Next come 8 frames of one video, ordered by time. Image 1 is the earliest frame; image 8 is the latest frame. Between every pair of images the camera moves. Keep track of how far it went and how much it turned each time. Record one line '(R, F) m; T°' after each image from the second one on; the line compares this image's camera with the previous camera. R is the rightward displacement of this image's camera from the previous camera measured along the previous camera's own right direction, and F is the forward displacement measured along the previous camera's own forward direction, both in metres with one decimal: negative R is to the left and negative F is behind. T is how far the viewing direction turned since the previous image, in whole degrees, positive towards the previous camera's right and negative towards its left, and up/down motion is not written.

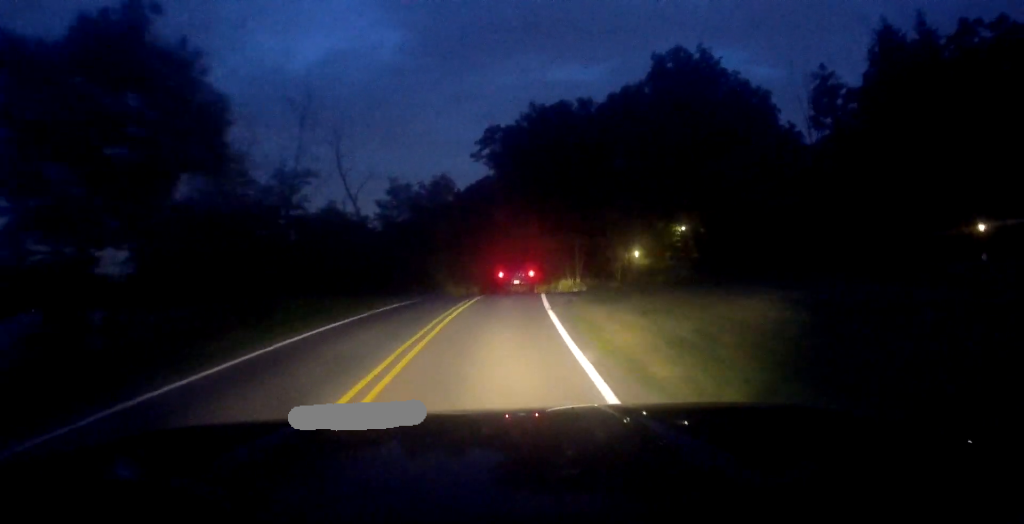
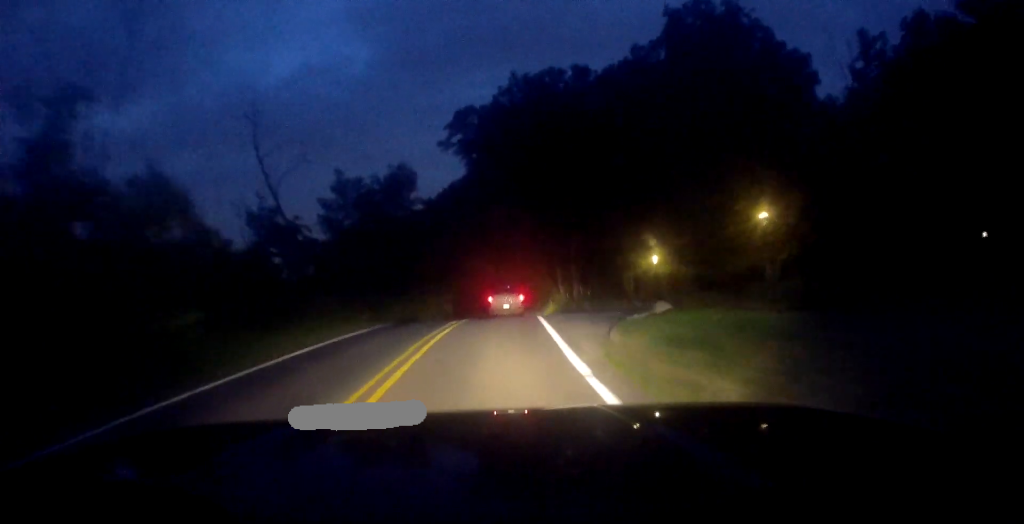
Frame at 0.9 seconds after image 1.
(+0.3, +10.8) m; +1°
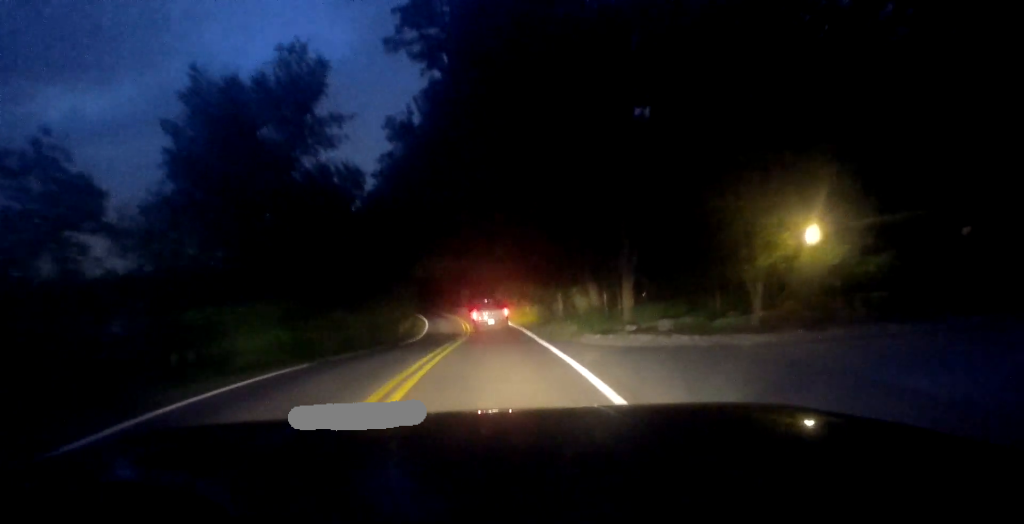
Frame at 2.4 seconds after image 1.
(+0.5, +19.7) m; +4°
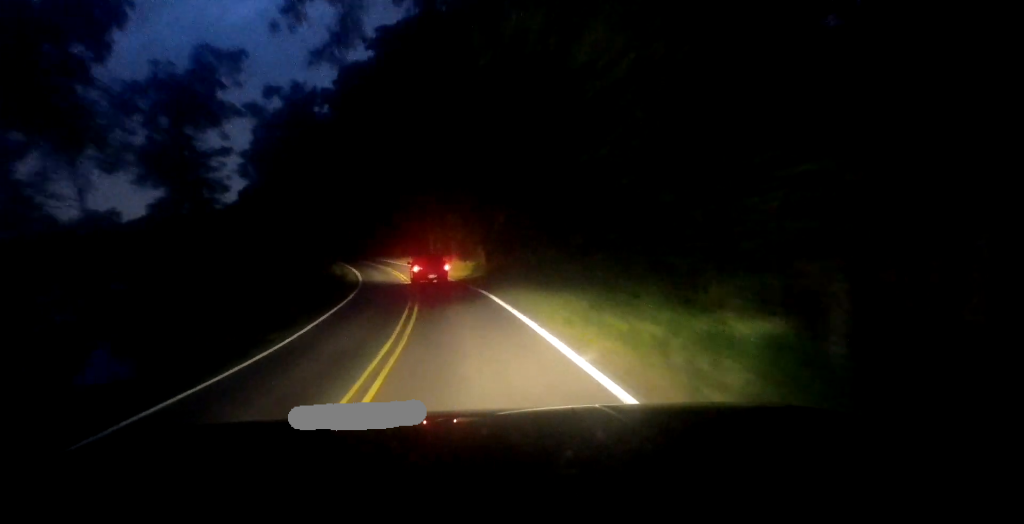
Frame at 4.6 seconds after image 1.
(+0.6, +27.5) m; +1°
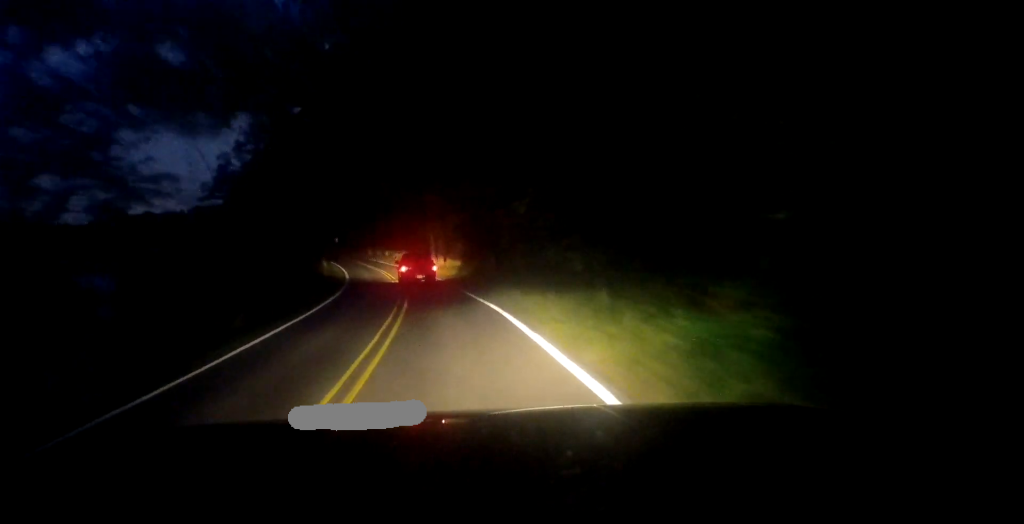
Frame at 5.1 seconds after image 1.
(+0.2, +6.7) m; 0°
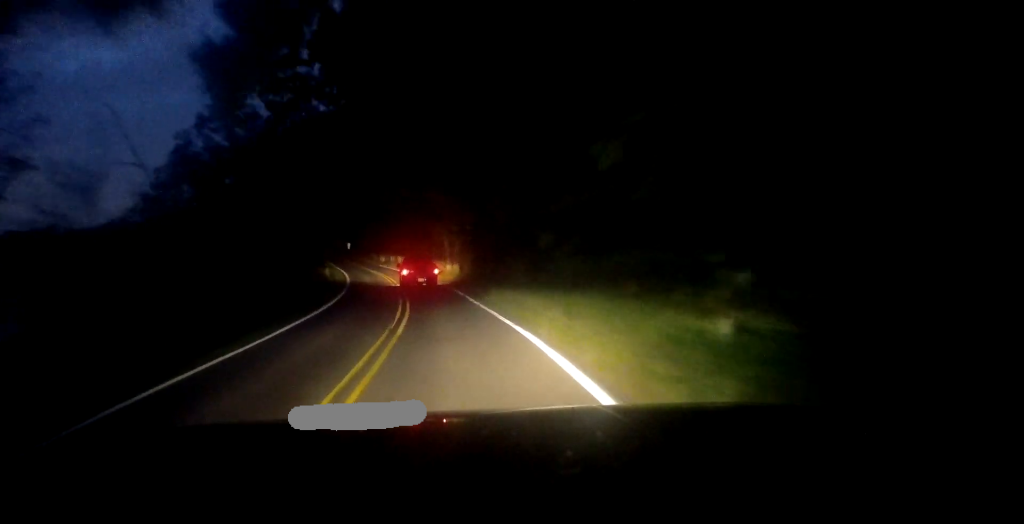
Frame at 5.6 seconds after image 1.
(-0.2, +6.0) m; 0°
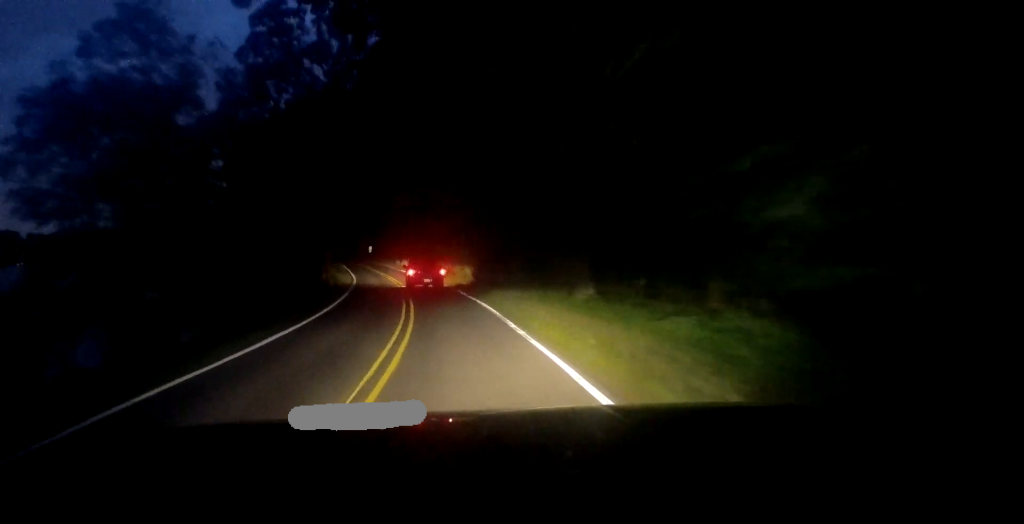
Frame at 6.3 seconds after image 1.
(-0.1, +9.4) m; -2°
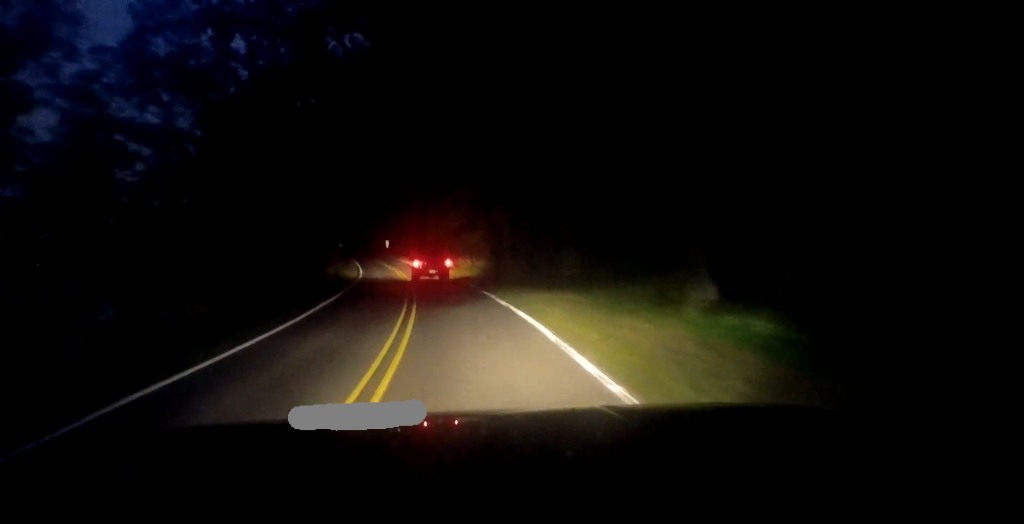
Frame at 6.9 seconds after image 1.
(+0.4, +8.3) m; -4°
